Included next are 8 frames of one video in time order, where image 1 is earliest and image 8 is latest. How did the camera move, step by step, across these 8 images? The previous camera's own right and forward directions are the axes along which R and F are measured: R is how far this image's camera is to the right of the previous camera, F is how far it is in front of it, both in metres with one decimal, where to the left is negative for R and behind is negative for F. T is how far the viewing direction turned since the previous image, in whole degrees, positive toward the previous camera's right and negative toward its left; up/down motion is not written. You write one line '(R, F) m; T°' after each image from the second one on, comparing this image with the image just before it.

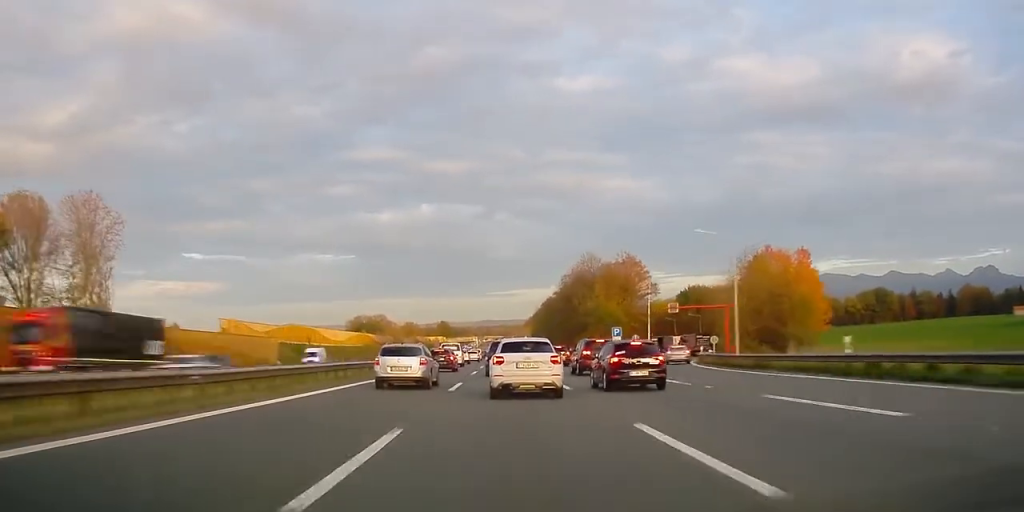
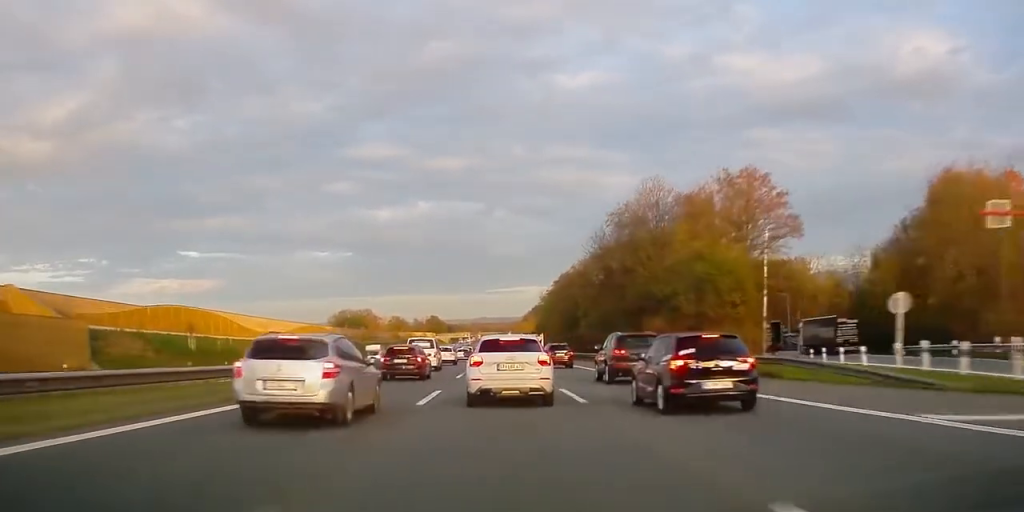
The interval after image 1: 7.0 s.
(+0.9, +55.8) m; +2°
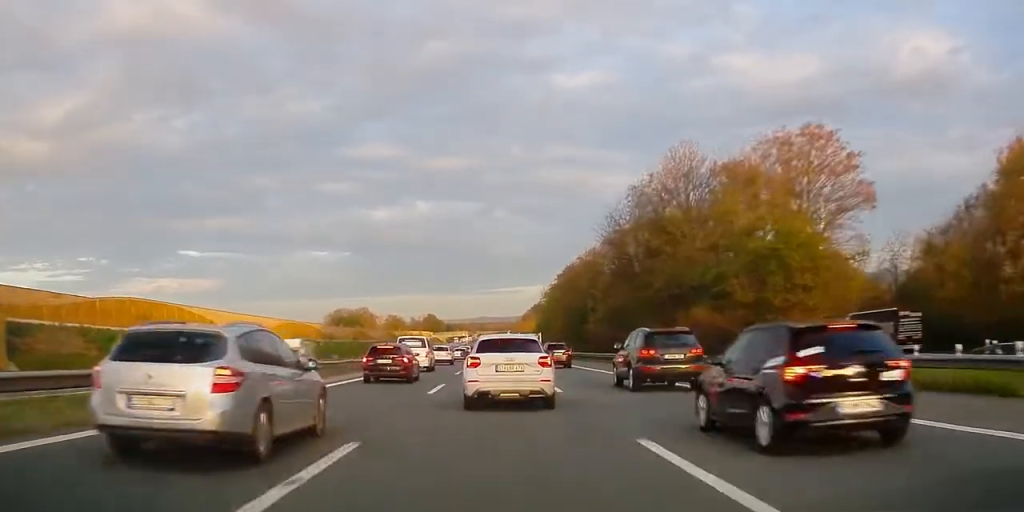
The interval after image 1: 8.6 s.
(0.0, +11.6) m; 0°
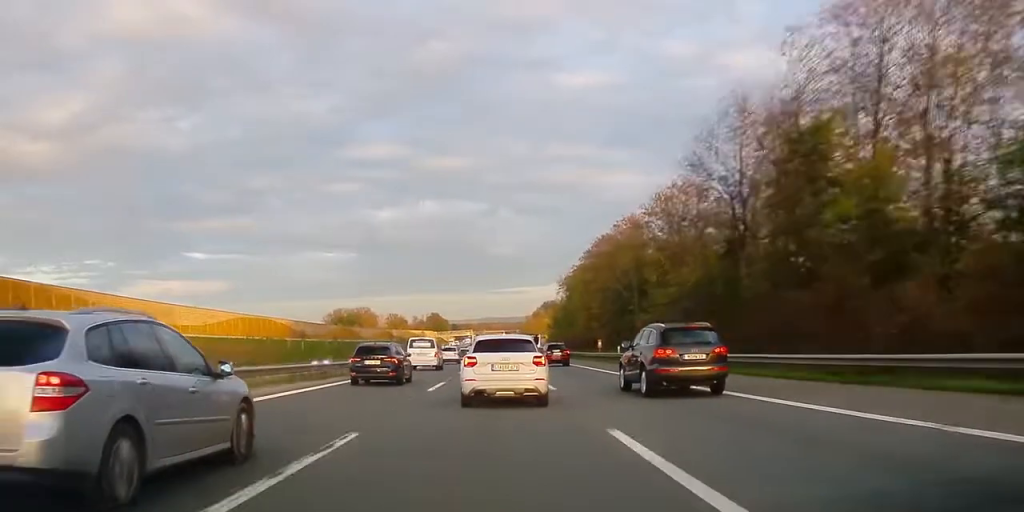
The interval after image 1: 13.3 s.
(-0.1, +34.7) m; -1°
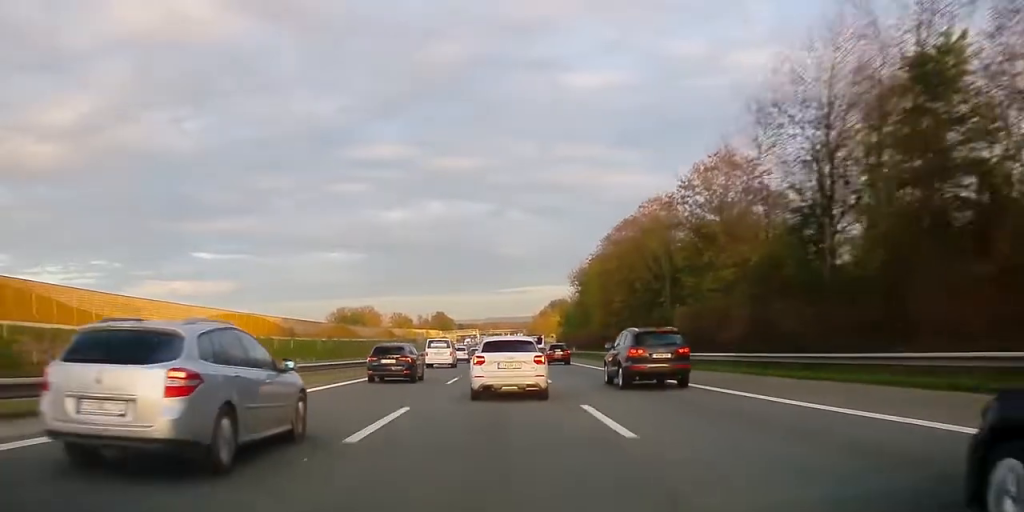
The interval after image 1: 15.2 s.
(-0.2, +15.1) m; -1°
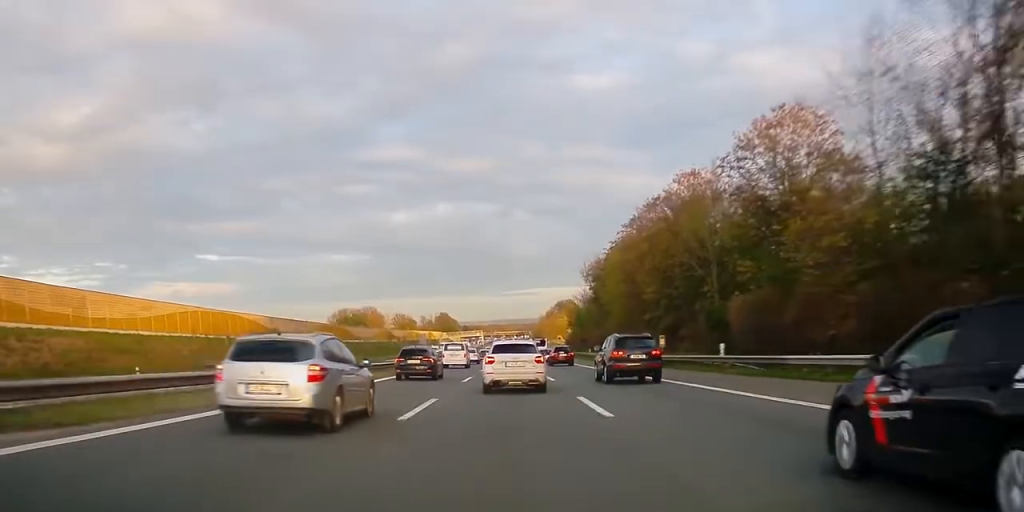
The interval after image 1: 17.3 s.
(-0.1, +16.7) m; 0°
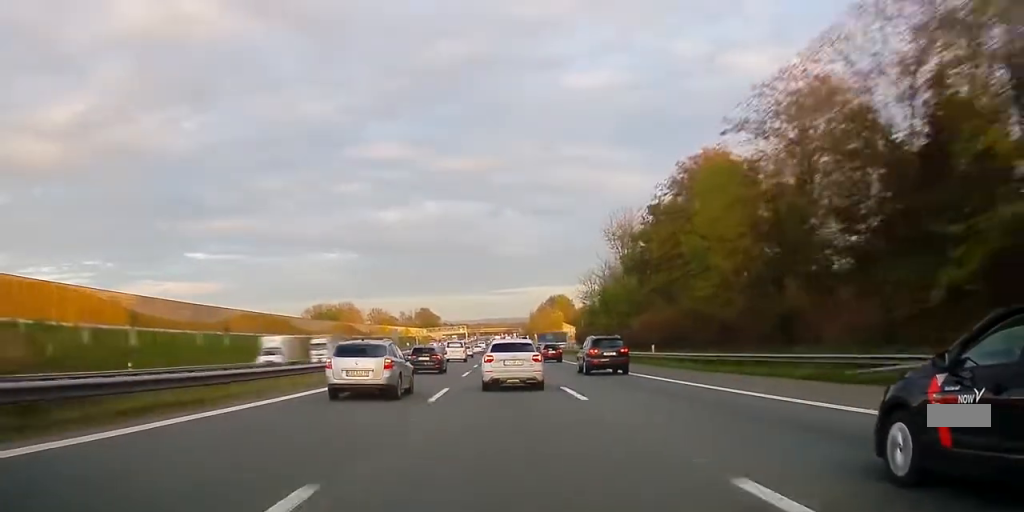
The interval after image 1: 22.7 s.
(+0.2, +49.7) m; 0°
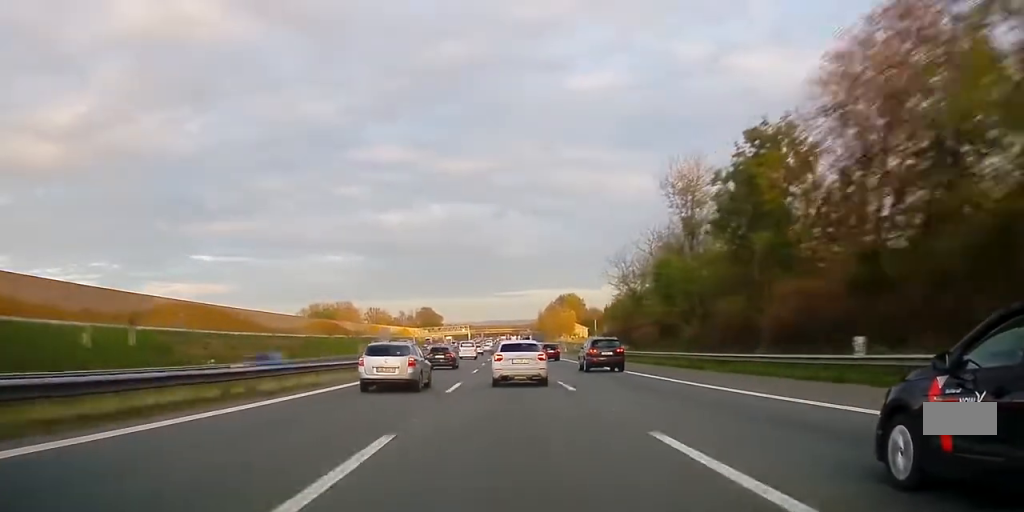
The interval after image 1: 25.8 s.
(0.0, +32.7) m; 0°
